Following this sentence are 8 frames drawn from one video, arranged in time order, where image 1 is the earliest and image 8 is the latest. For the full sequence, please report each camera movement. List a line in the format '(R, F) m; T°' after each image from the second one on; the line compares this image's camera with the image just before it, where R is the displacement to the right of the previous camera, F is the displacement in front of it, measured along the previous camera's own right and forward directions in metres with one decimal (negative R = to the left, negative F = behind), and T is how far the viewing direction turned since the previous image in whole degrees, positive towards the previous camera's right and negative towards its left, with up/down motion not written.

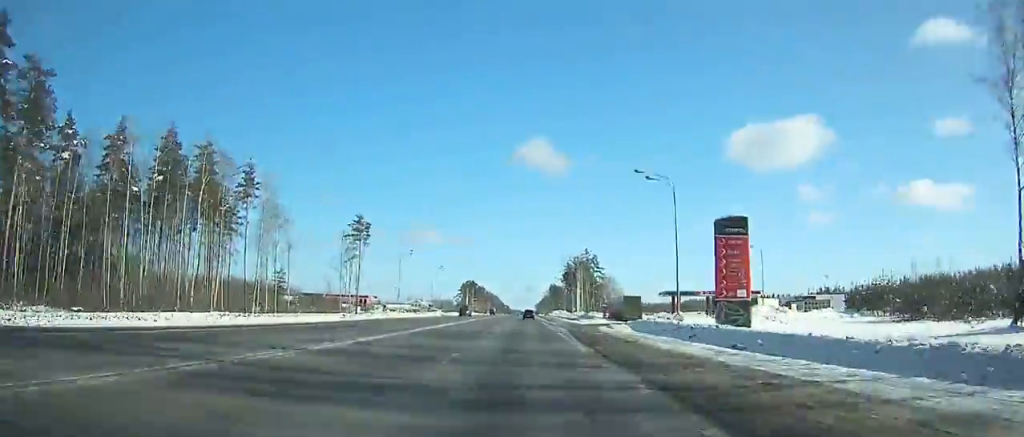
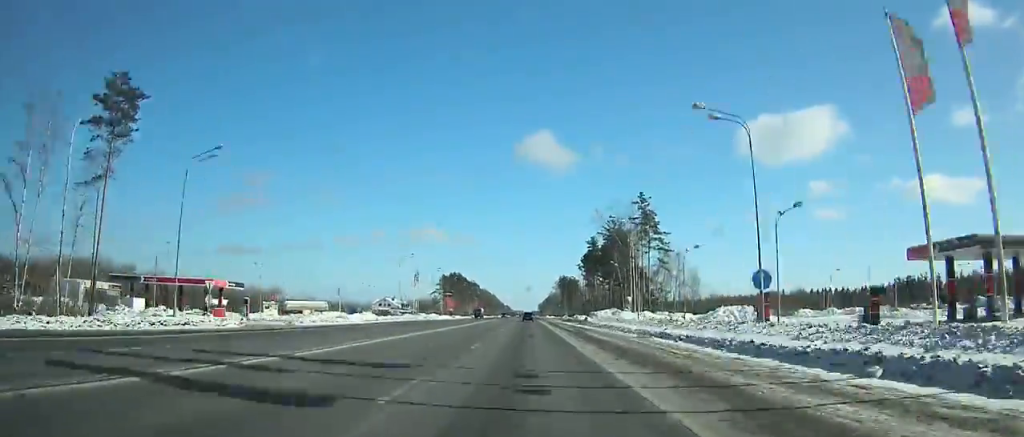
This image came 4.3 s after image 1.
(-0.1, +100.9) m; 0°
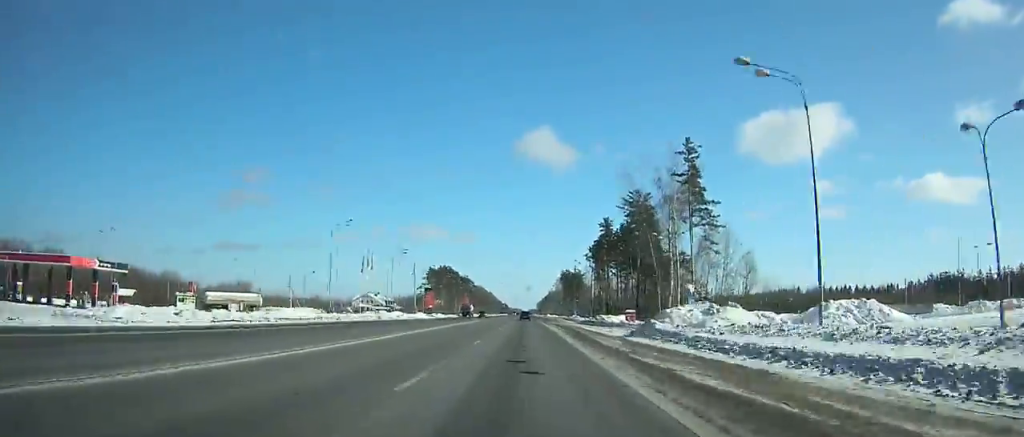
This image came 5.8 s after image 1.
(-0.1, +35.1) m; 0°
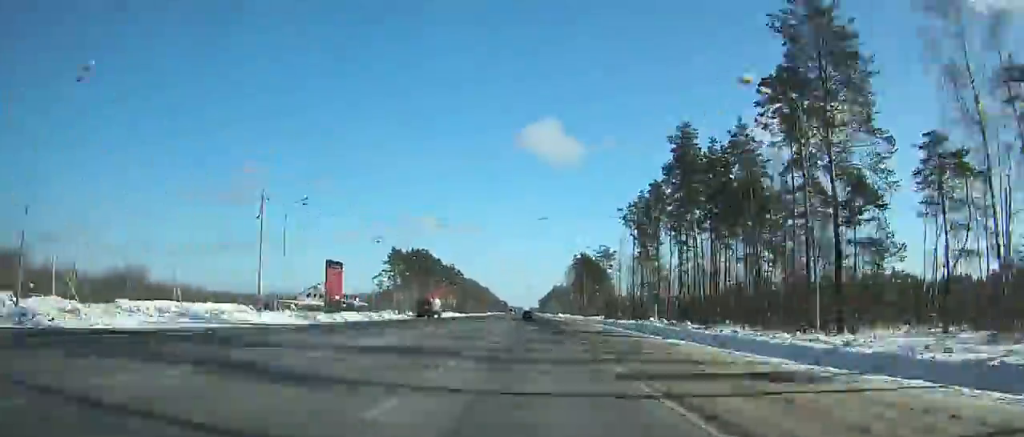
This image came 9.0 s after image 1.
(+0.2, +74.8) m; 0°
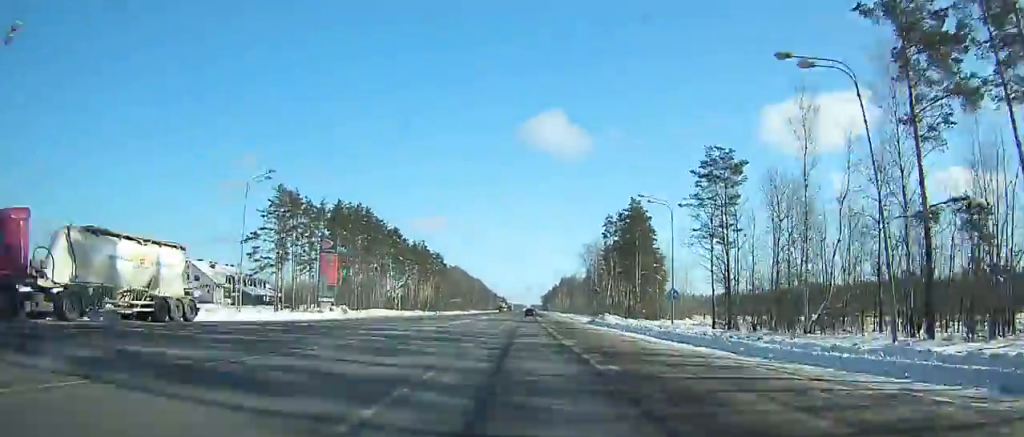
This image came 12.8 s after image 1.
(-0.1, +88.2) m; 0°
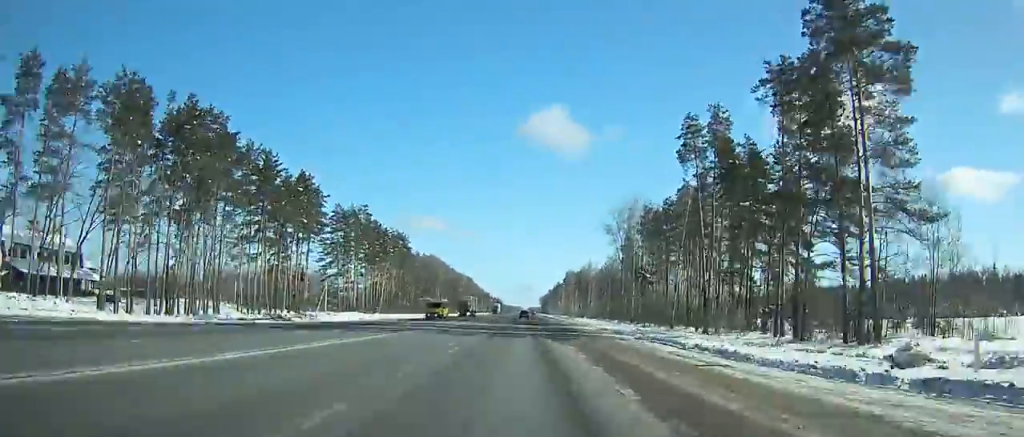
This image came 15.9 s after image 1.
(-0.1, +70.4) m; 0°
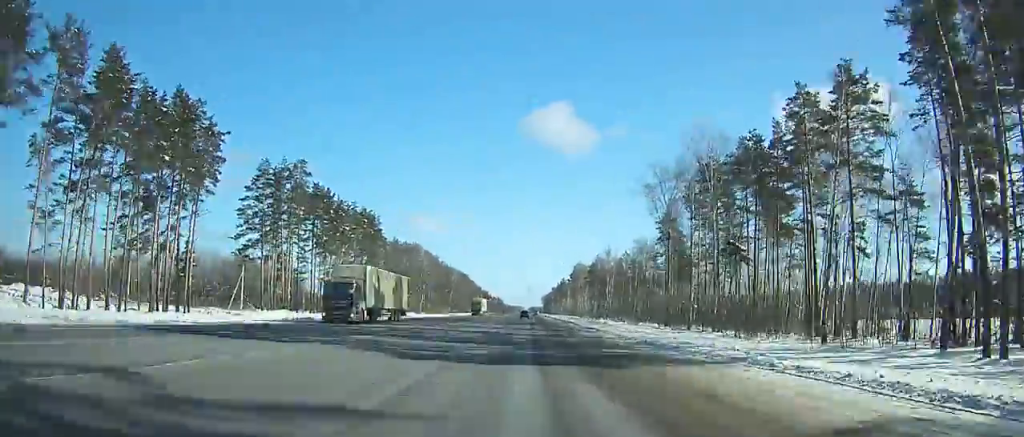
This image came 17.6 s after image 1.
(0.0, +37.4) m; 0°
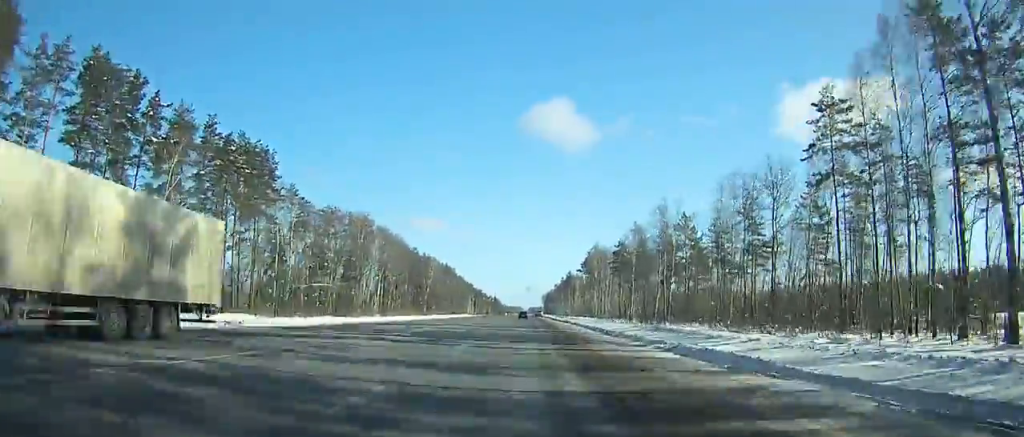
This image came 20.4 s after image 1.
(-0.1, +60.4) m; -2°
